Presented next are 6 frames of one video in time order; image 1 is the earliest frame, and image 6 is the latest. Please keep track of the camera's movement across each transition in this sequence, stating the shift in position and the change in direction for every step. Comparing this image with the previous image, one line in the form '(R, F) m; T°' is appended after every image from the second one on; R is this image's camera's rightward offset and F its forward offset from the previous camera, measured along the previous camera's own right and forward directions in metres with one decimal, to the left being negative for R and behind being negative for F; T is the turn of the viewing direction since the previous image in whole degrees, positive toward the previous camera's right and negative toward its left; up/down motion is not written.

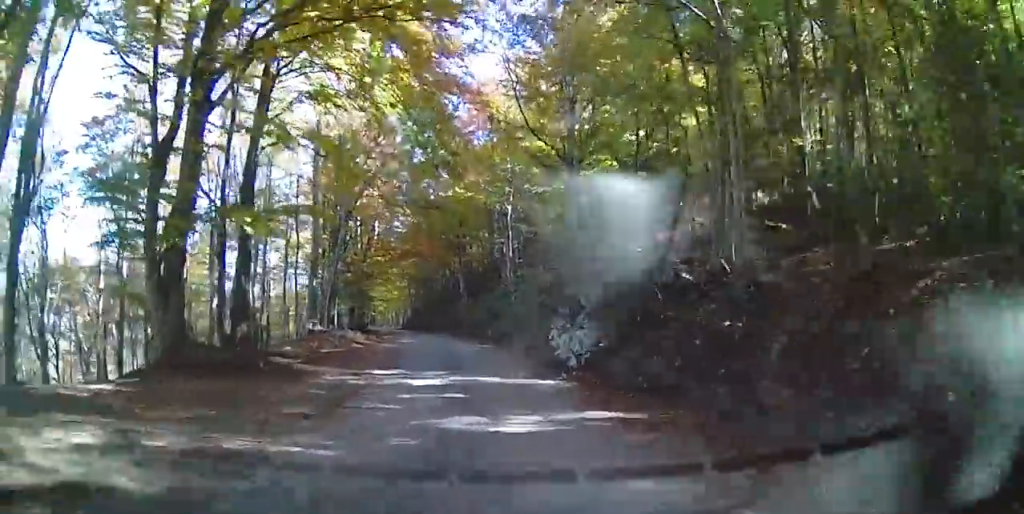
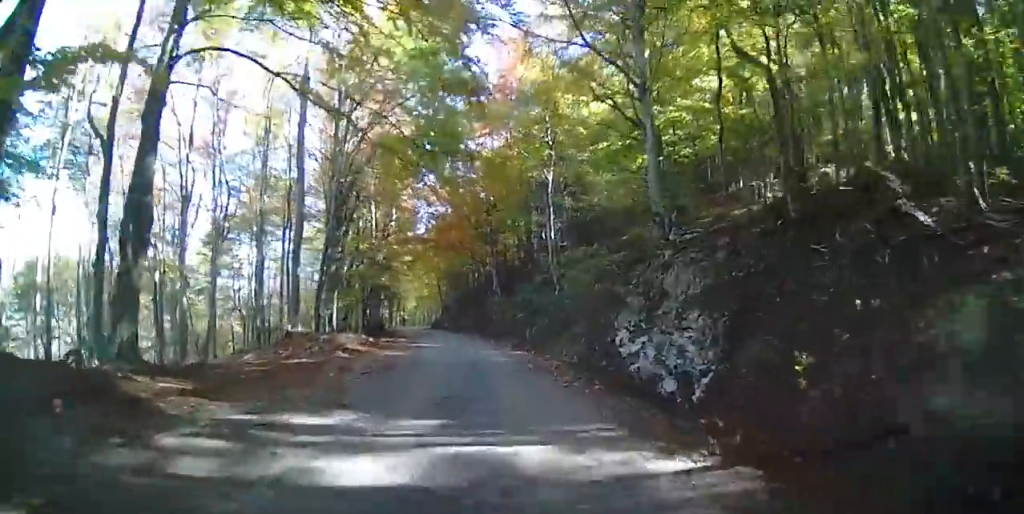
(-0.2, +6.6) m; -3°
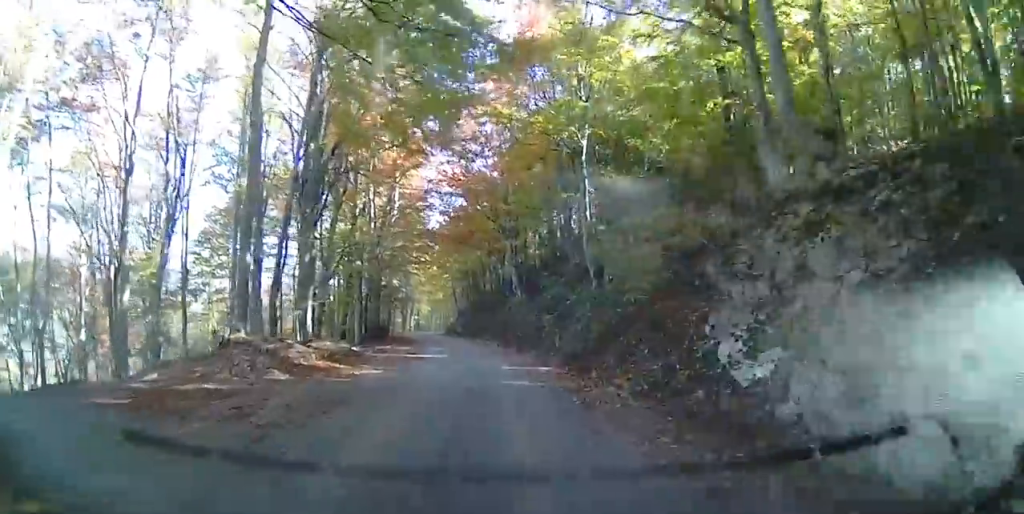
(-0.2, +5.8) m; -1°
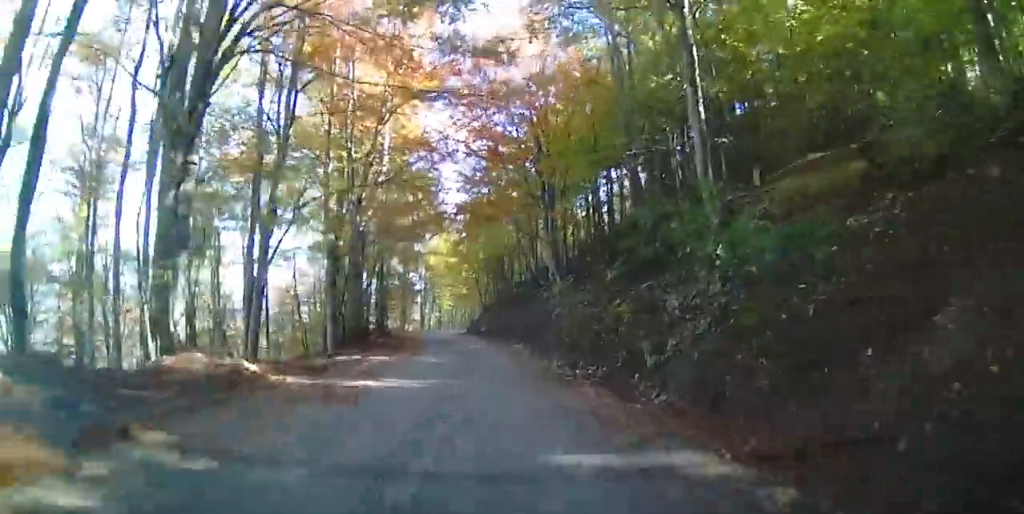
(-0.5, +9.8) m; -8°
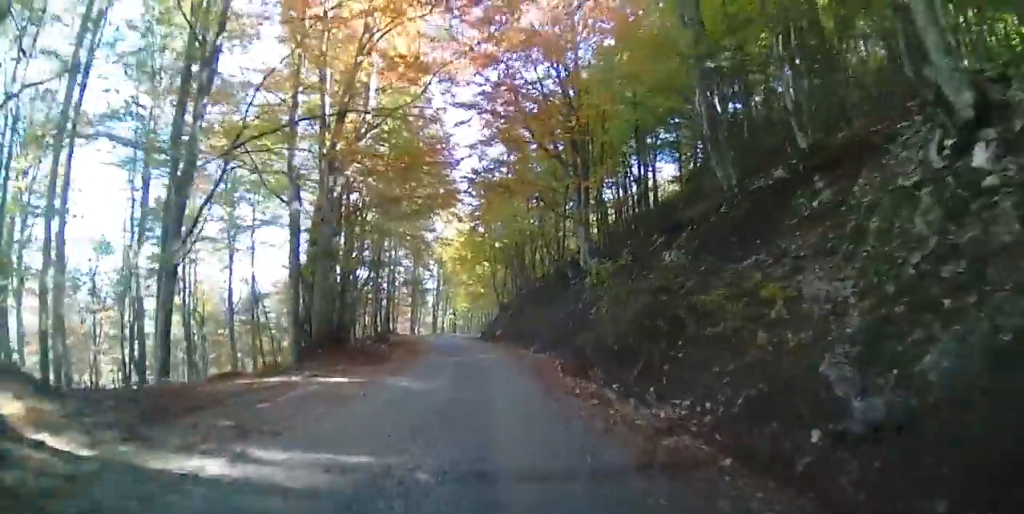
(-0.1, +5.8) m; -5°
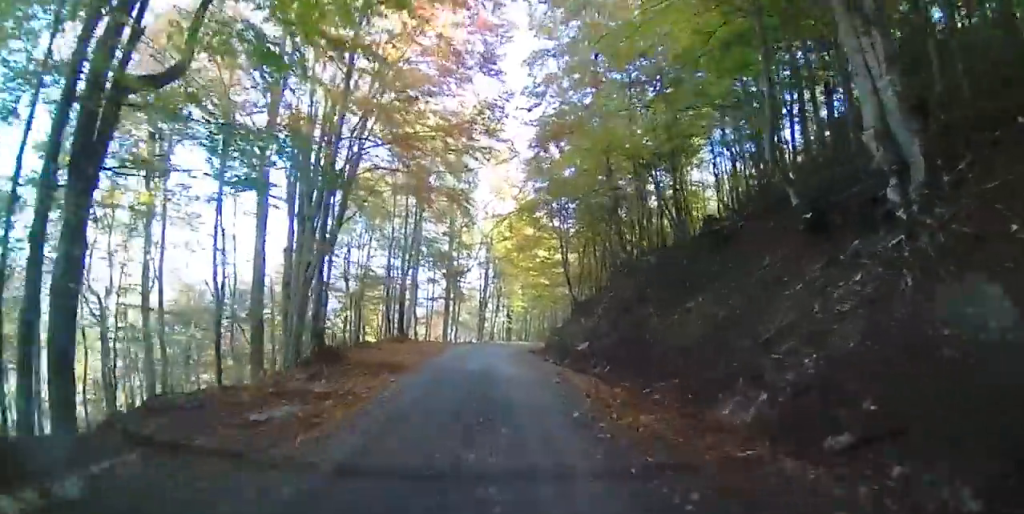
(-1.6, +17.3) m; -6°
